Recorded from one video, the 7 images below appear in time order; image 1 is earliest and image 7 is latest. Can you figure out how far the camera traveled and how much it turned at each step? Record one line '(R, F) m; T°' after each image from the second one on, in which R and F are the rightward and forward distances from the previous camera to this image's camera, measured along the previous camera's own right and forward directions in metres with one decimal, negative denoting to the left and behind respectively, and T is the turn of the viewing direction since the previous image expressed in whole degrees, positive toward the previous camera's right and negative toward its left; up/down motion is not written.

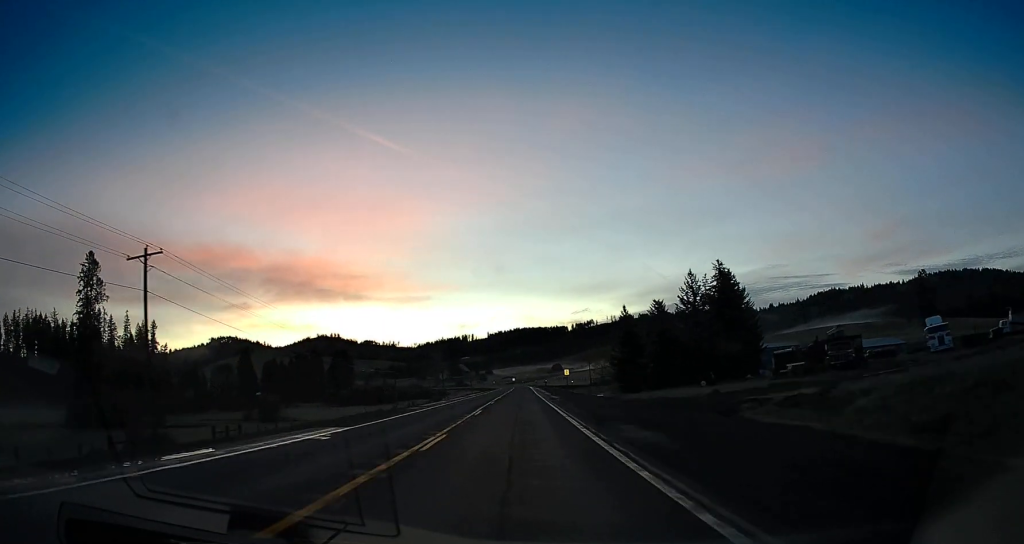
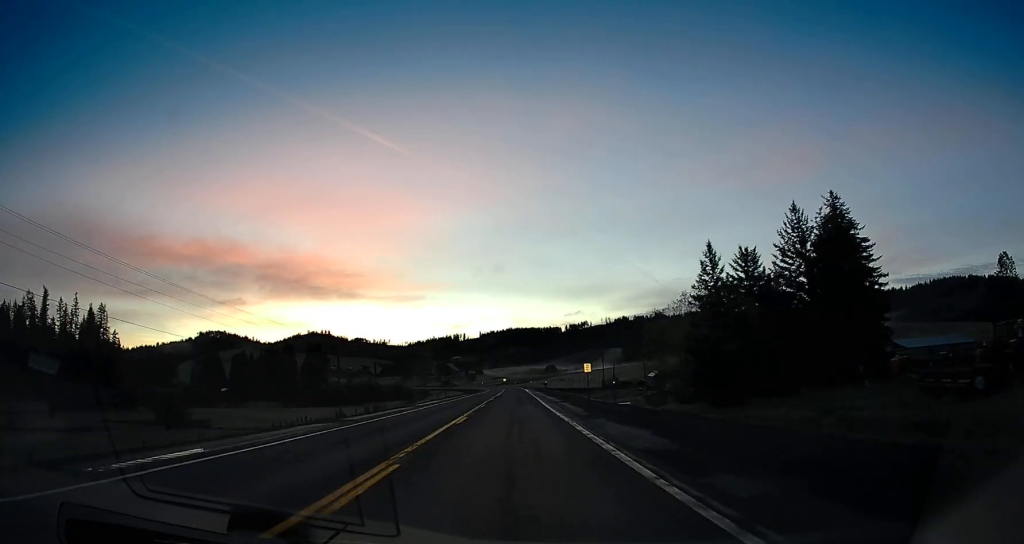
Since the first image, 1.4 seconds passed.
(+0.5, +36.4) m; +2°
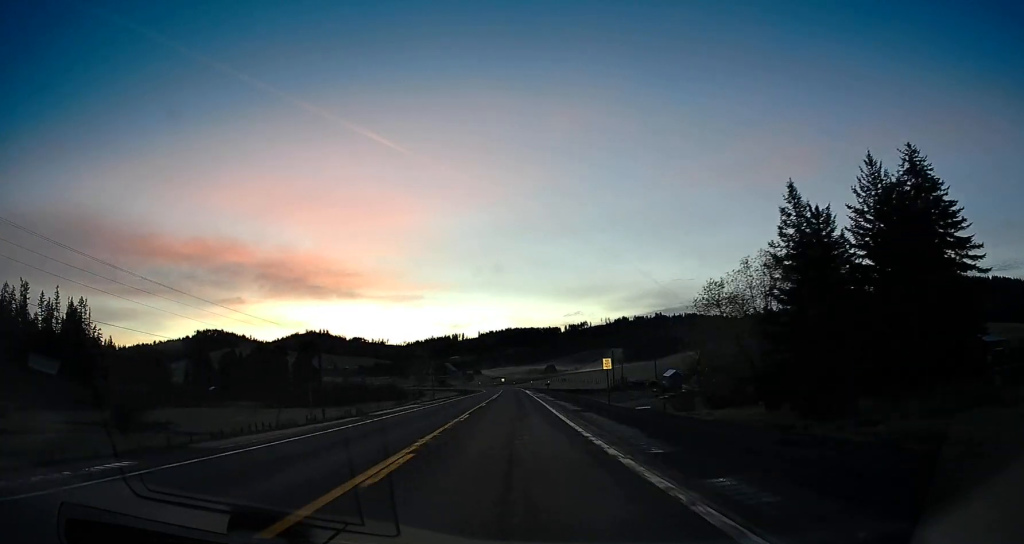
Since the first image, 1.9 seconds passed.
(+0.3, +14.3) m; +1°
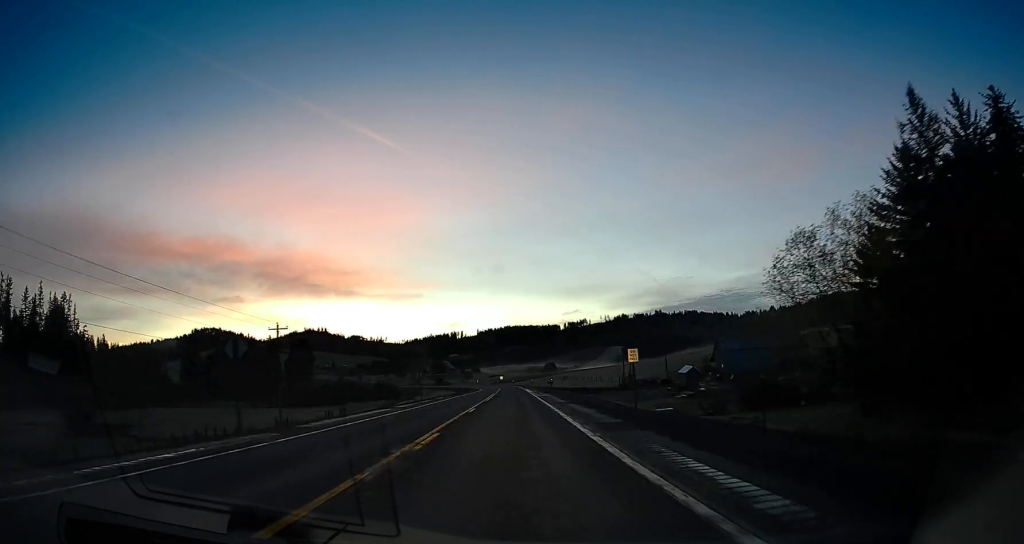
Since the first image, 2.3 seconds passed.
(+0.1, +10.7) m; +1°
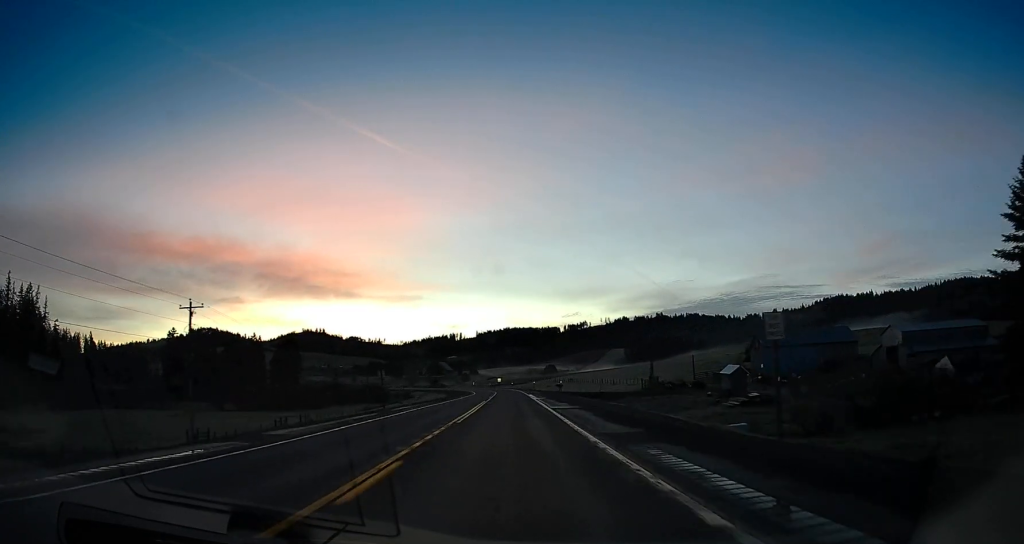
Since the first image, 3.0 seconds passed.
(+0.3, +18.8) m; 0°
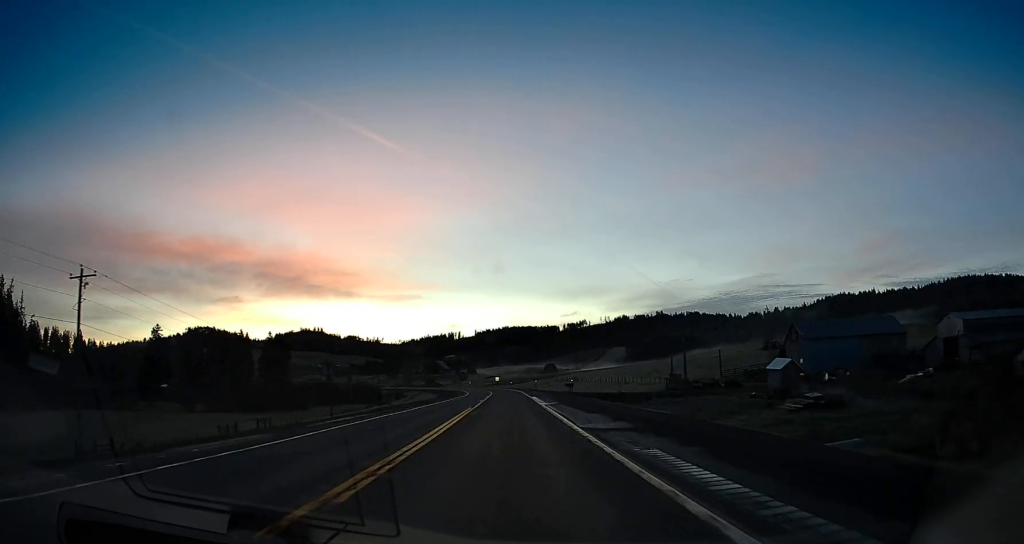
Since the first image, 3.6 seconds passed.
(-0.1, +15.2) m; 0°
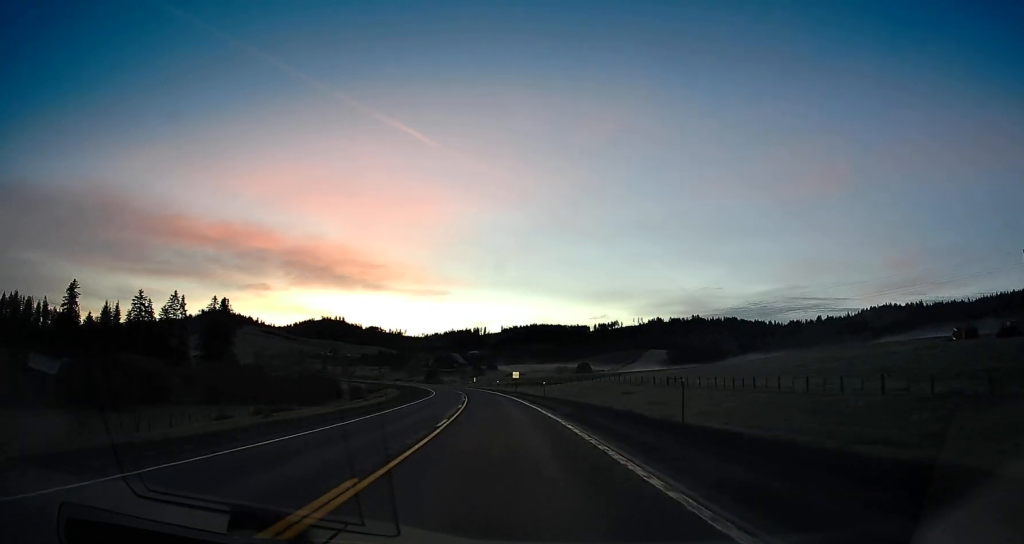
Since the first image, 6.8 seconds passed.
(-0.3, +87.3) m; 0°
